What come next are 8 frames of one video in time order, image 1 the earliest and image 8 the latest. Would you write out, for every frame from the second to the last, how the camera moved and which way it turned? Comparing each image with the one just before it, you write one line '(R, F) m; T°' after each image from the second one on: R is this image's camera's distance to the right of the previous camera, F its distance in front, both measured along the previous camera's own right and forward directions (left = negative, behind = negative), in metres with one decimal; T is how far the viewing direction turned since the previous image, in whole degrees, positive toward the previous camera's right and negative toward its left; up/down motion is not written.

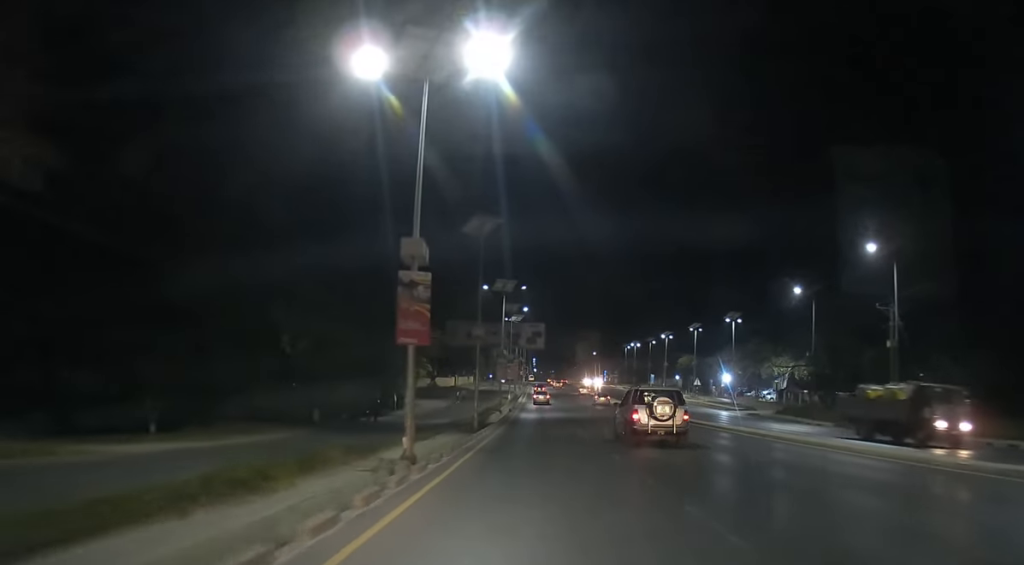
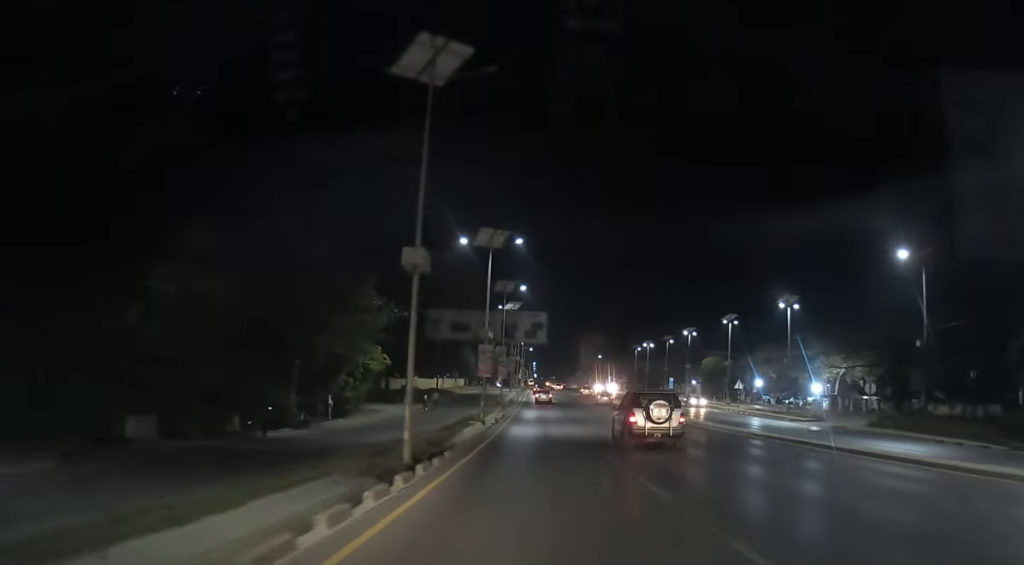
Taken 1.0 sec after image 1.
(0.0, +21.4) m; 0°
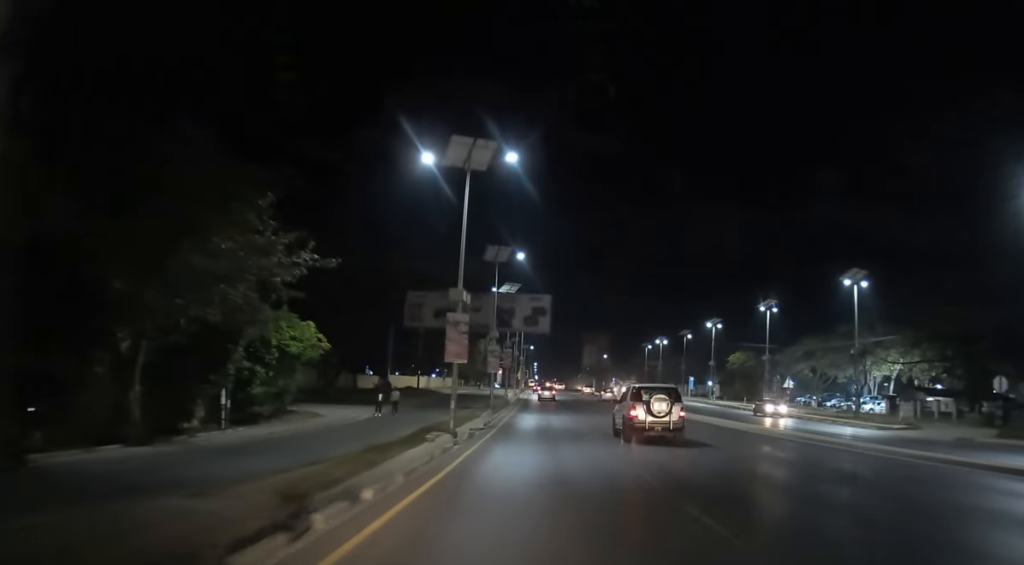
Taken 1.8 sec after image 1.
(-0.1, +16.3) m; 0°
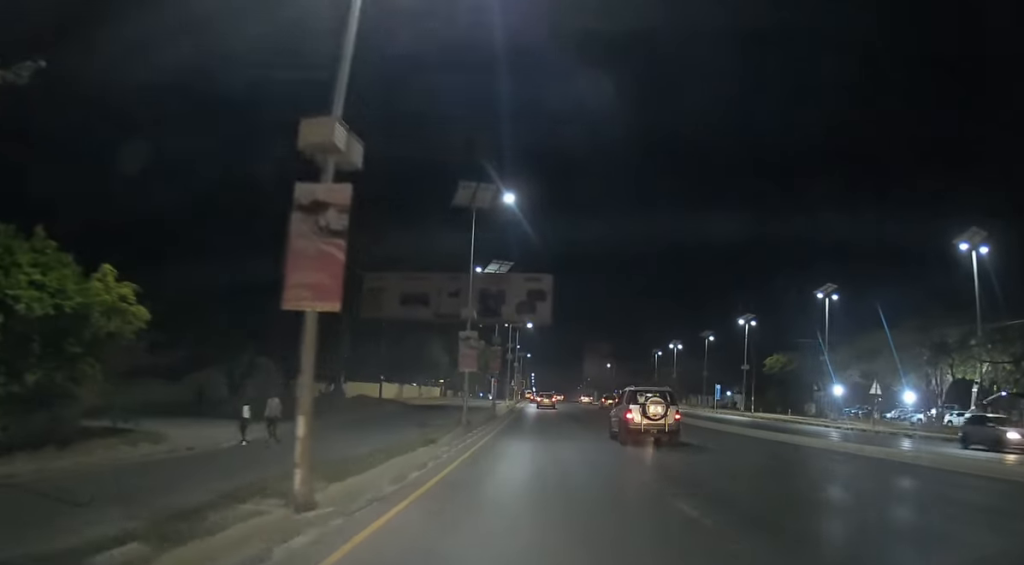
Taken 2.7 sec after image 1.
(+0.1, +18.5) m; 0°
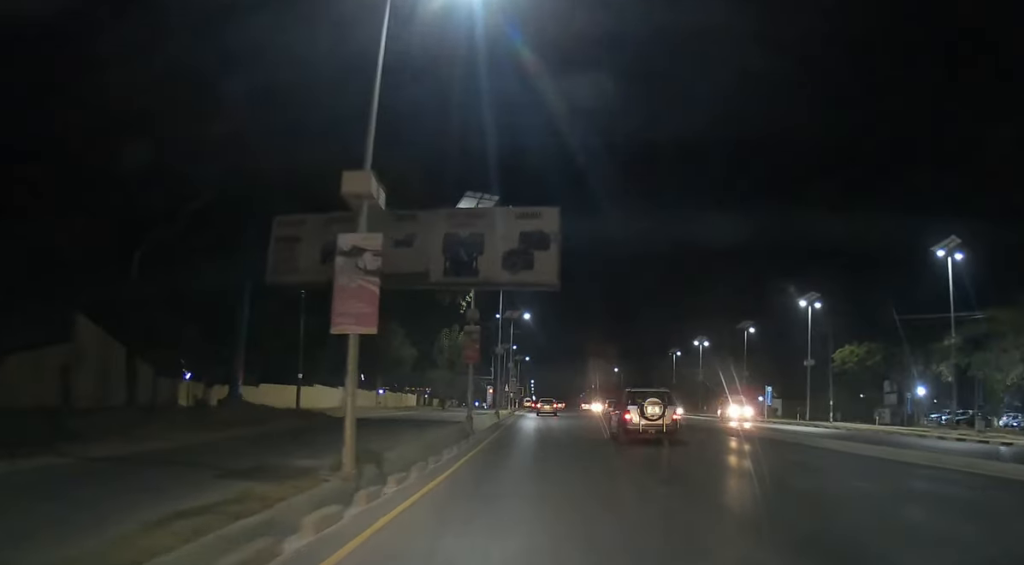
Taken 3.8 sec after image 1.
(0.0, +21.9) m; 0°
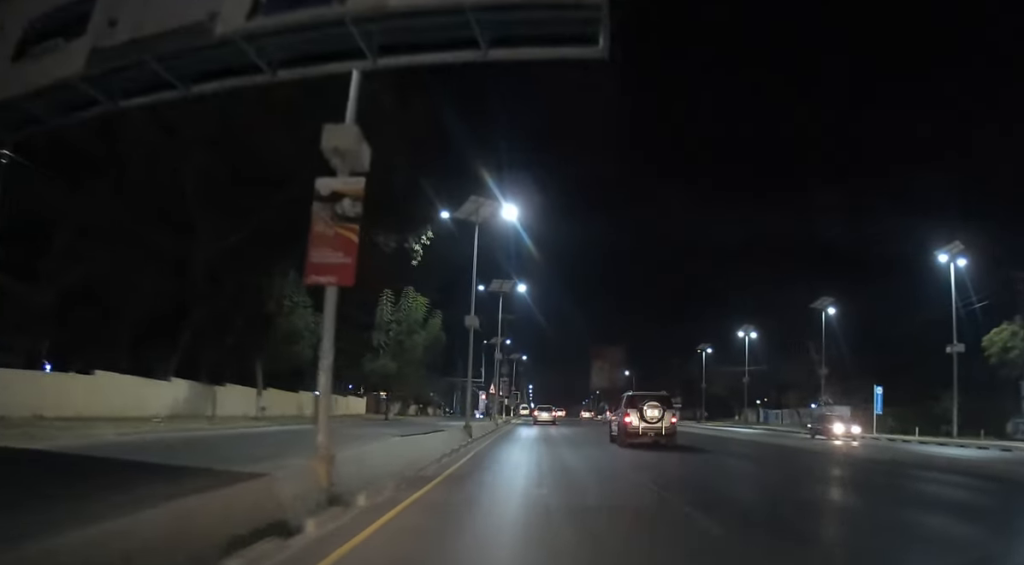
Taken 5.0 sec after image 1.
(+0.1, +26.1) m; 0°
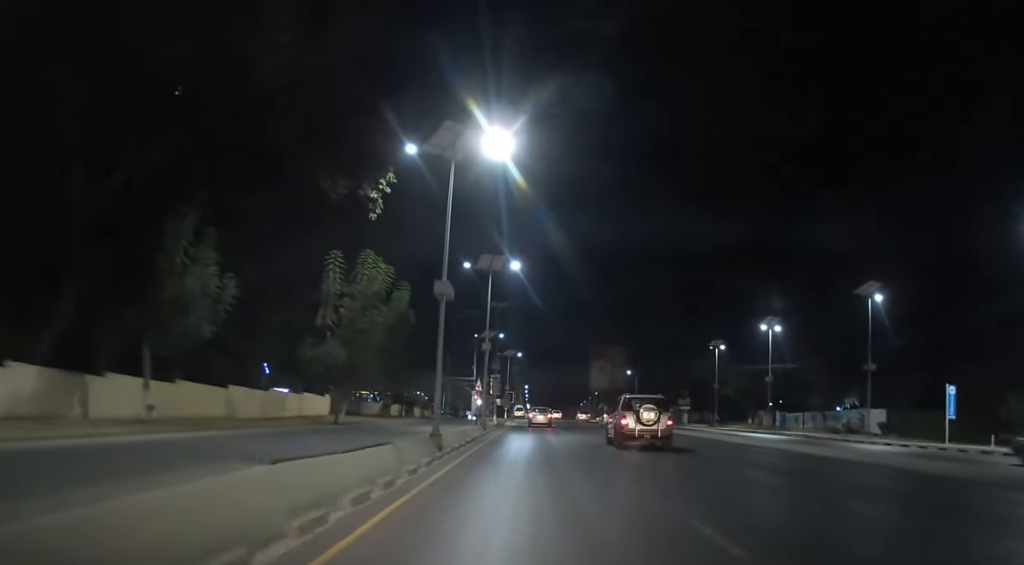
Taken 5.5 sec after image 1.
(0.0, +10.5) m; 0°
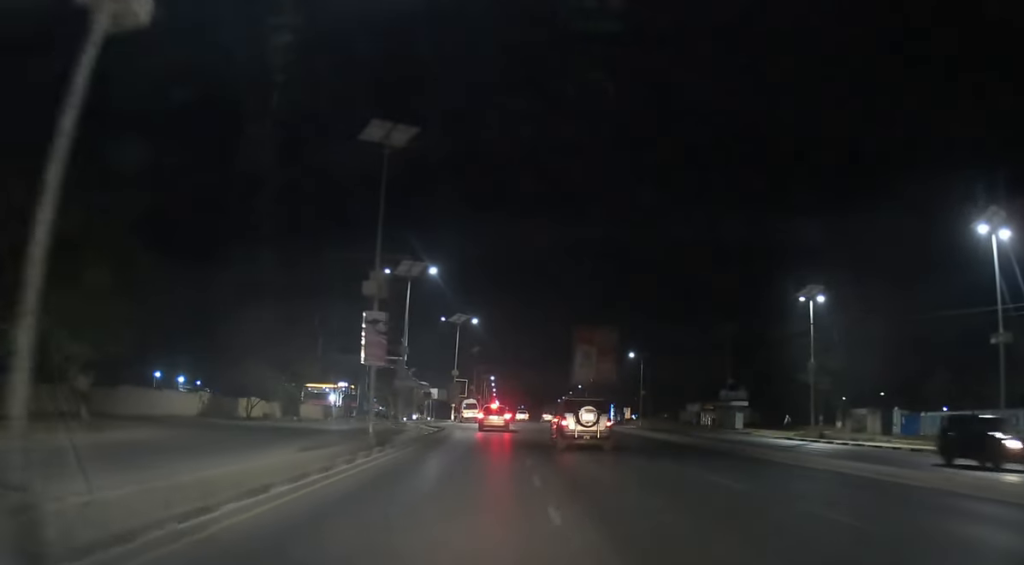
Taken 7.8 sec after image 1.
(+0.7, +45.5) m; +2°
